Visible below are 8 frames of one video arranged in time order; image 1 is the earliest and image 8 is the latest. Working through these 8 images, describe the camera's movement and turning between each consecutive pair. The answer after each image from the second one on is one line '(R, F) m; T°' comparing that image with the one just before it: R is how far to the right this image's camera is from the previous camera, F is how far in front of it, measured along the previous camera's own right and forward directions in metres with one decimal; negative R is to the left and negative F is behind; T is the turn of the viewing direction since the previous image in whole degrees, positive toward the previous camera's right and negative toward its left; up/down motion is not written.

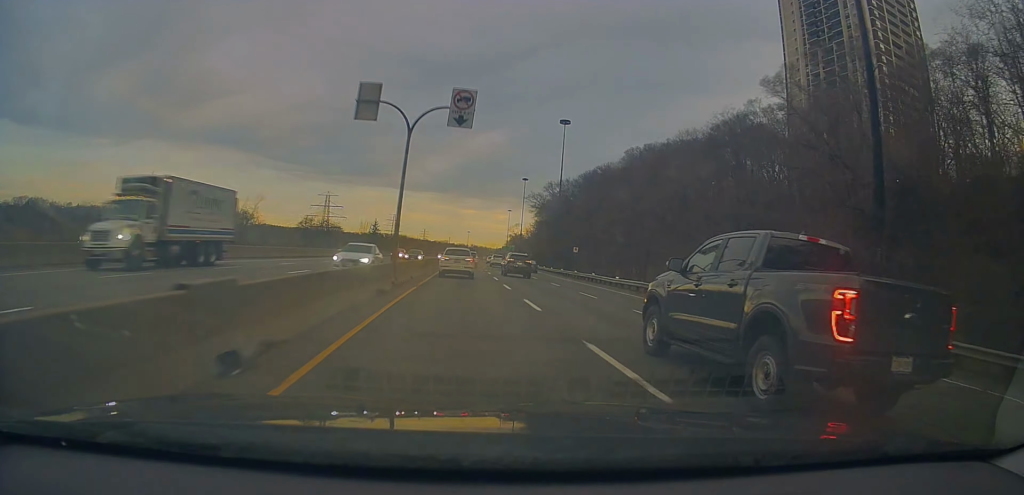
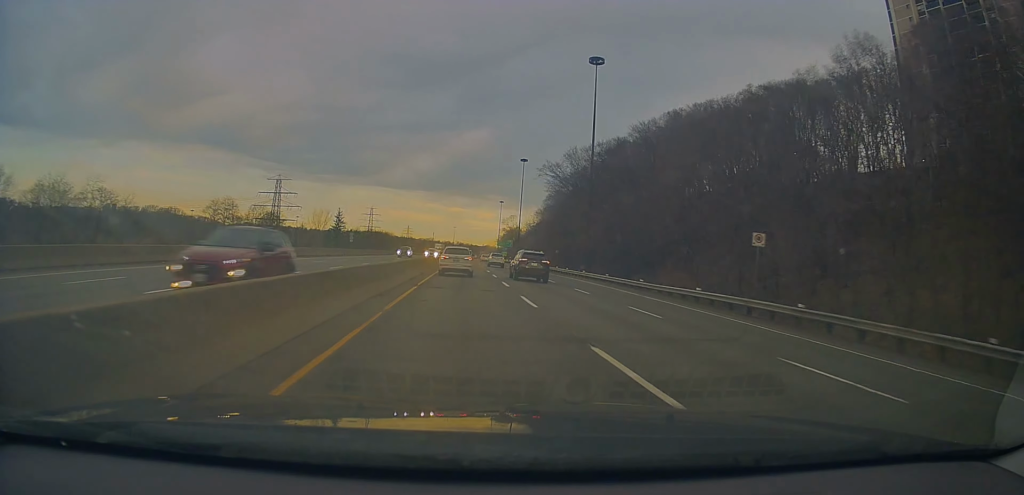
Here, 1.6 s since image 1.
(+1.3, +45.6) m; +1°
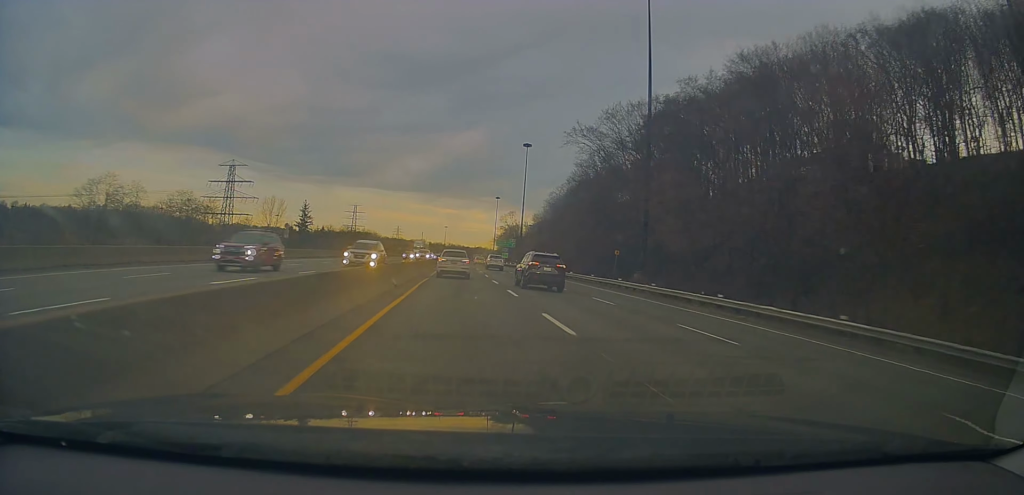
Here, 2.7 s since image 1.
(-0.2, +32.0) m; 0°
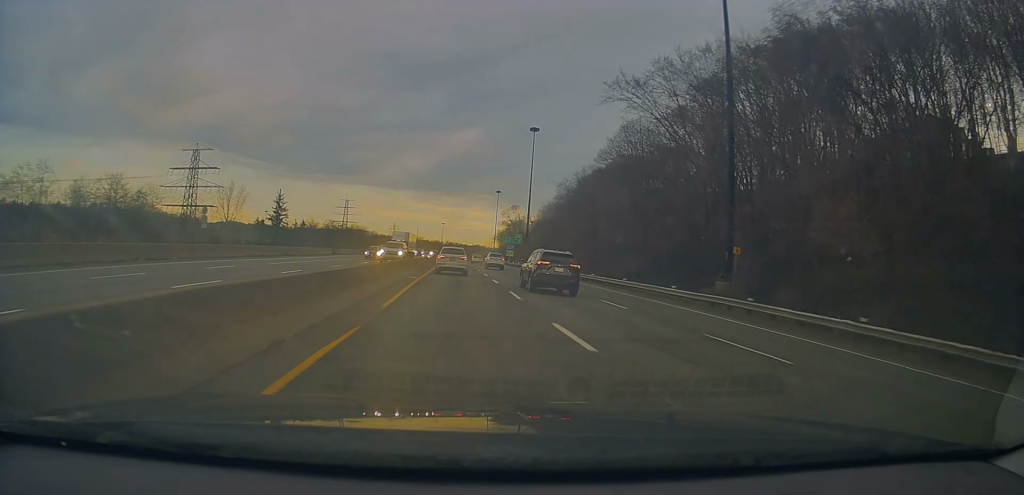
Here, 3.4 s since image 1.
(0.0, +20.3) m; +1°
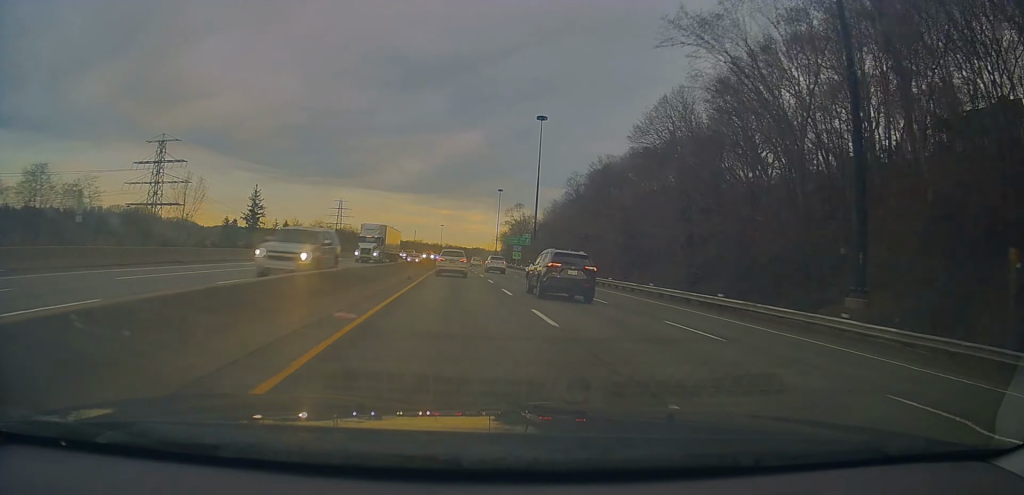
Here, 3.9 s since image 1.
(+0.3, +15.5) m; +1°
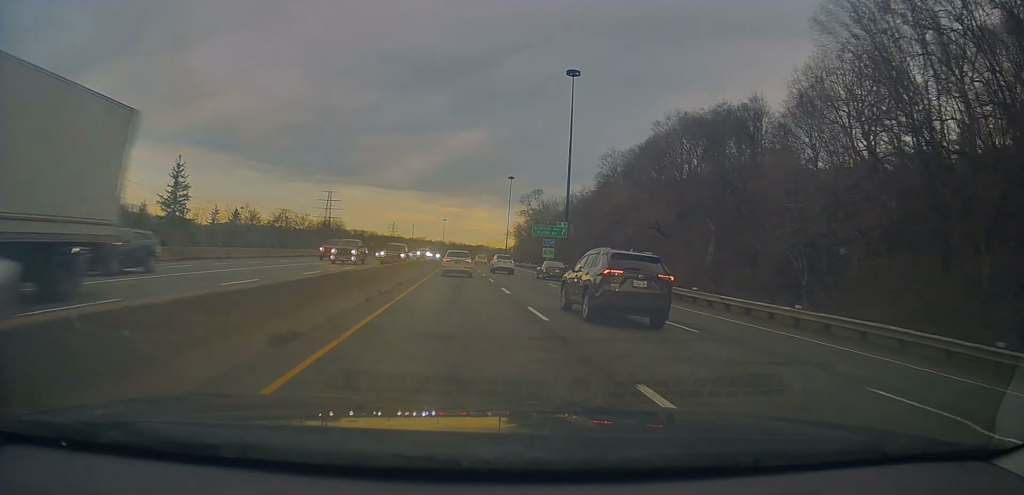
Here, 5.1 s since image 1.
(+0.2, +35.2) m; 0°
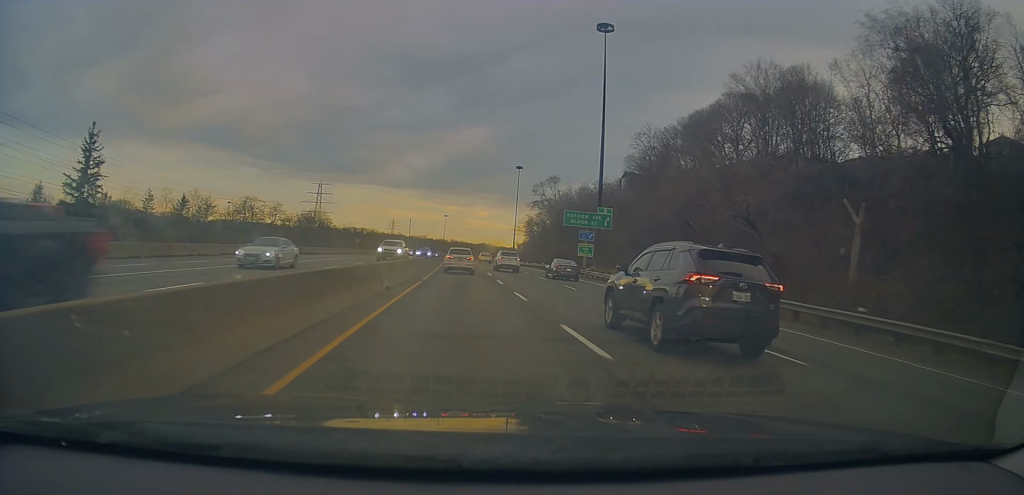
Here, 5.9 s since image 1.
(-0.3, +22.6) m; -1°
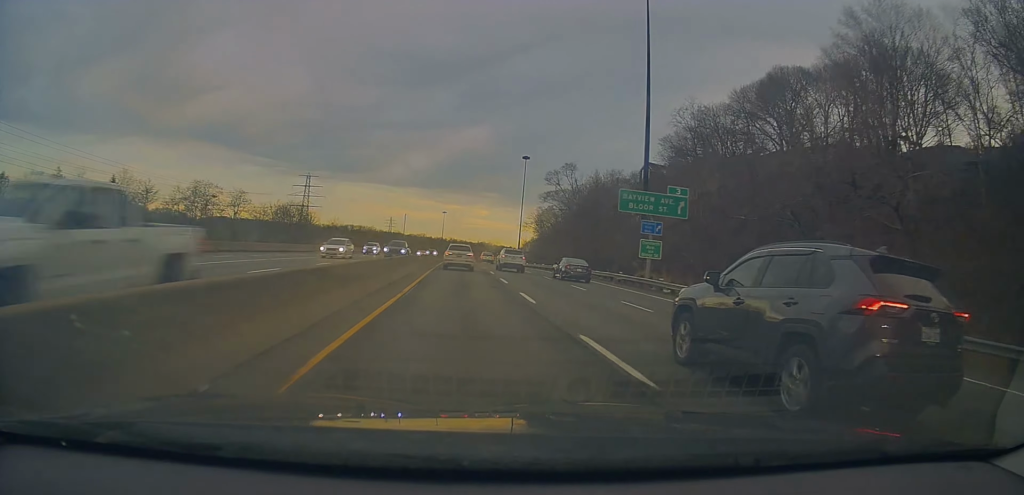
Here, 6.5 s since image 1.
(0.0, +19.8) m; 0°
